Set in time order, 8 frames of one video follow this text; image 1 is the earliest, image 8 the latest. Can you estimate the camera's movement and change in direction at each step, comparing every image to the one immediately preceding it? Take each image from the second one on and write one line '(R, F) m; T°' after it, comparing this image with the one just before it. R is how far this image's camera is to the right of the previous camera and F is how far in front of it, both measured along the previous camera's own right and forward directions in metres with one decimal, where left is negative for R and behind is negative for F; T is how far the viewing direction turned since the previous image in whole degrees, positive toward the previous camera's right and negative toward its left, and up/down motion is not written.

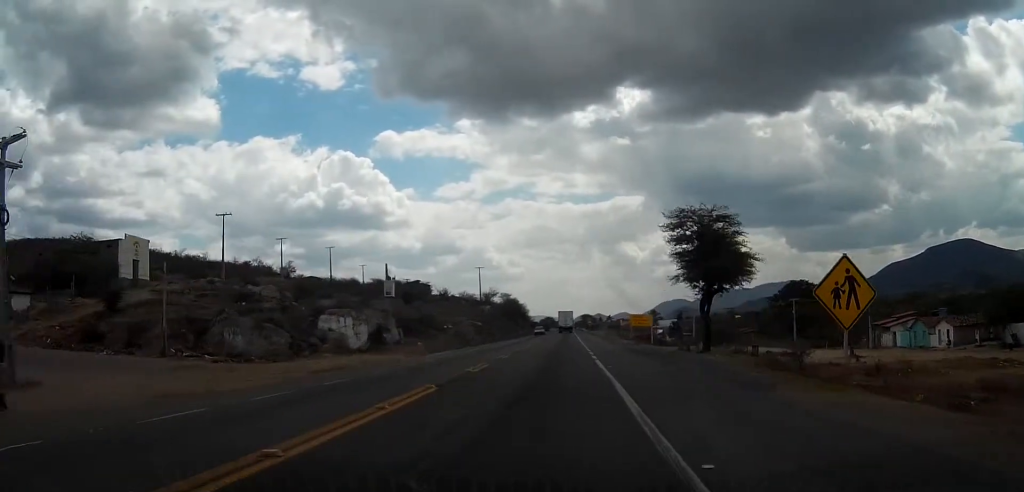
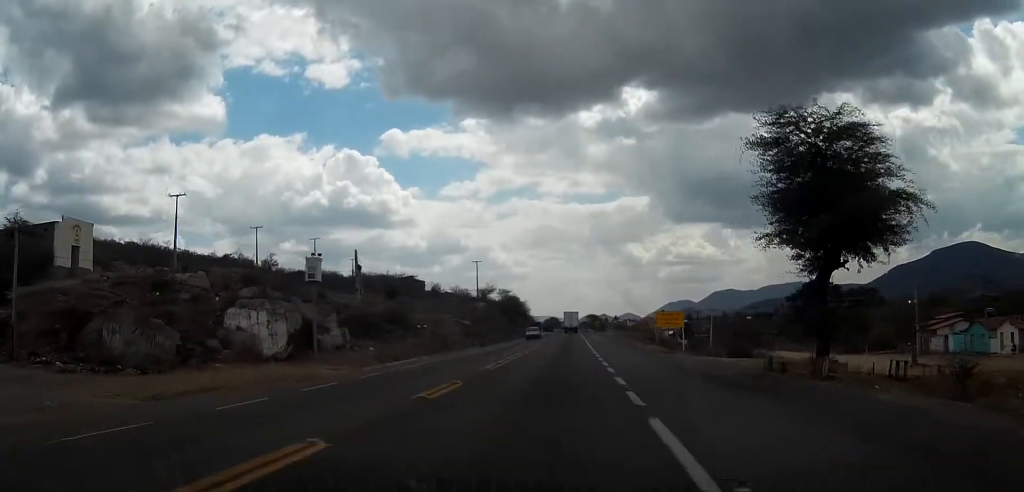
(-0.1, +15.3) m; 0°
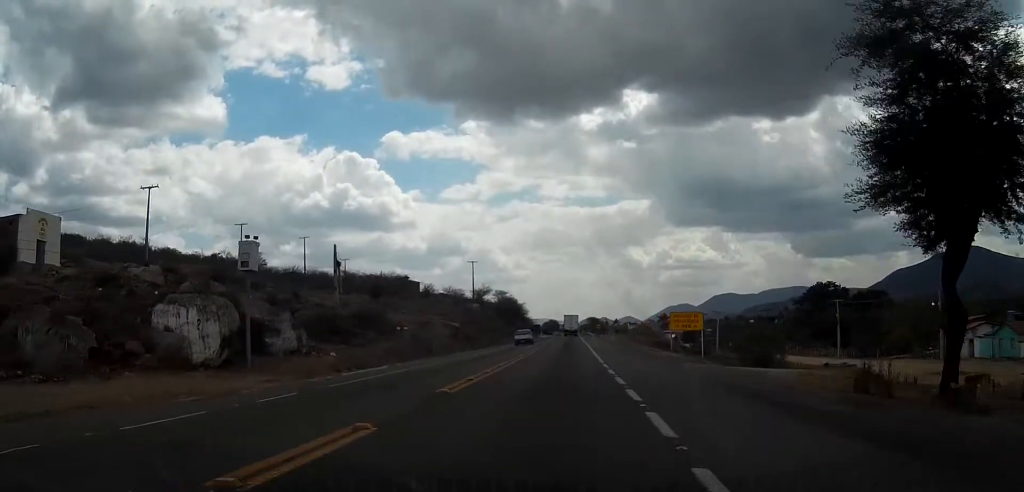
(-0.1, +7.0) m; 0°
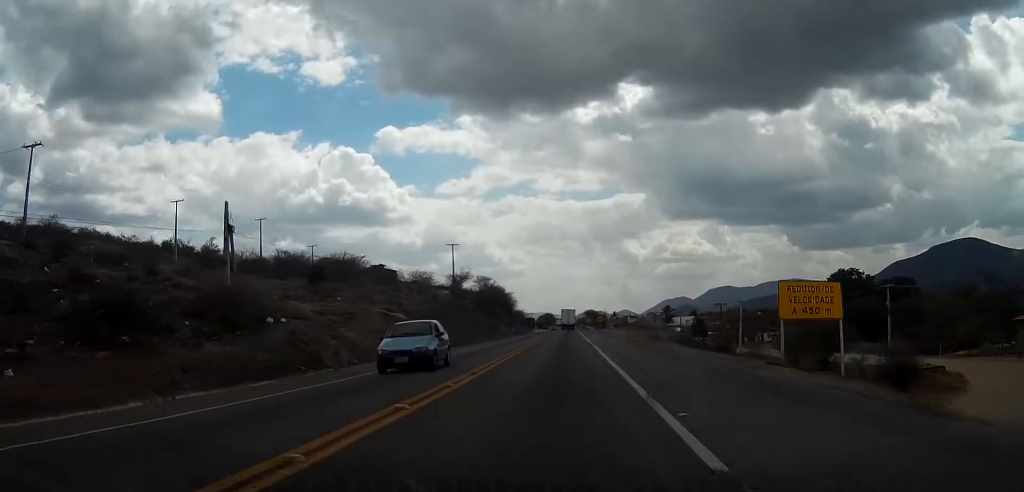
(+0.1, +22.4) m; 0°
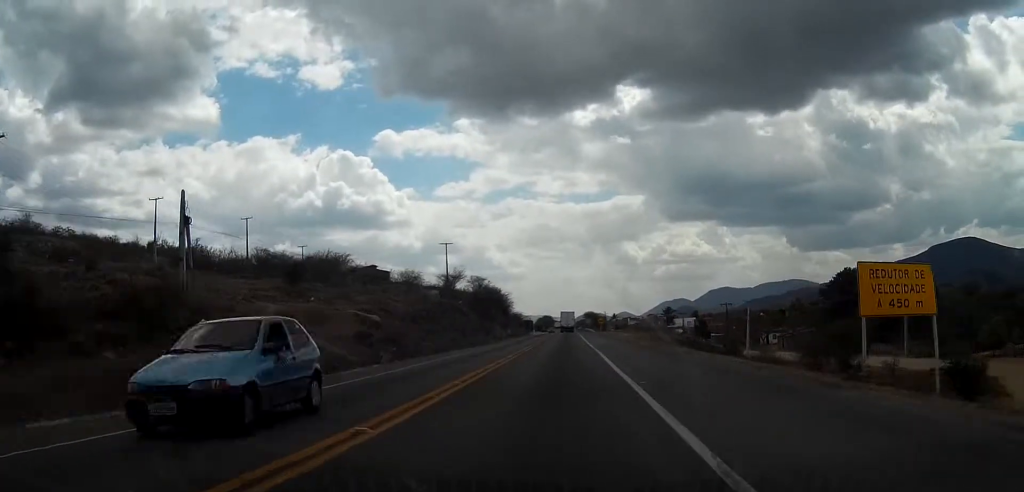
(0.0, +5.8) m; 0°
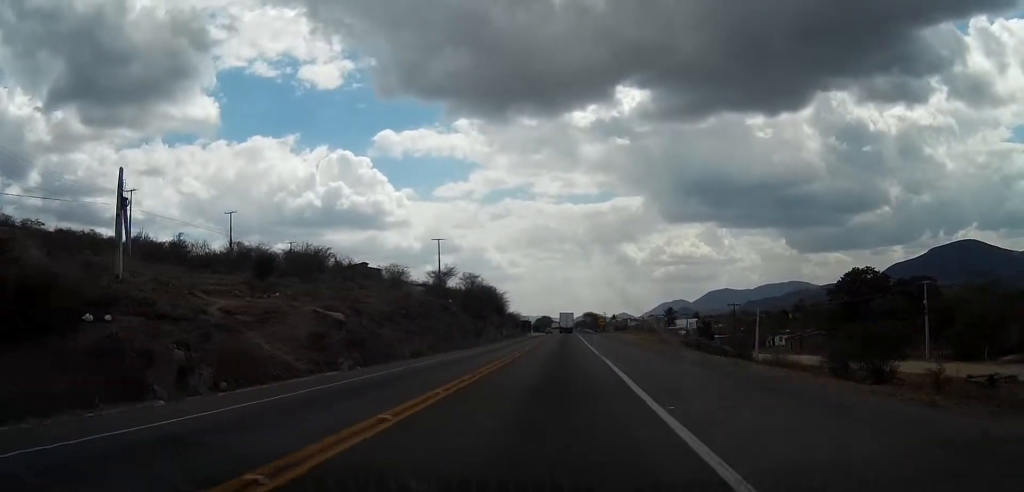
(0.0, +6.8) m; 0°
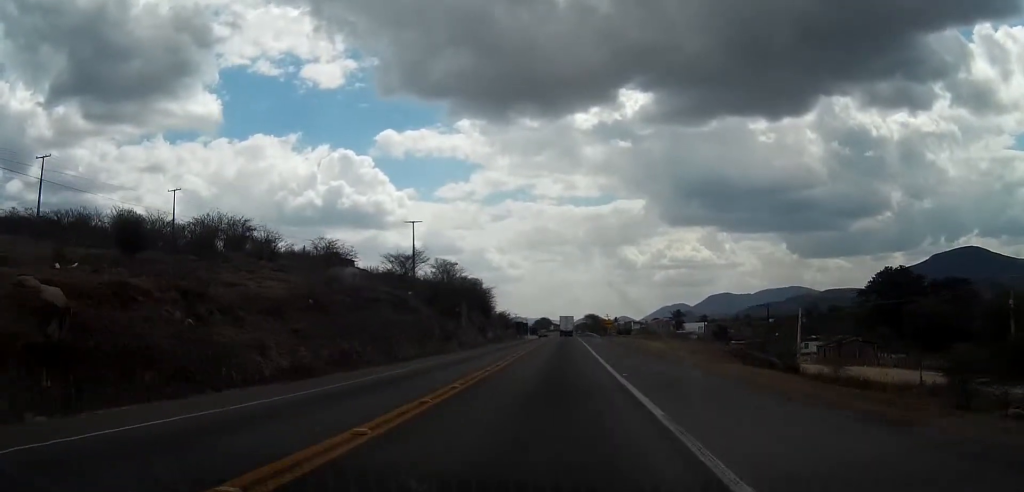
(0.0, +21.0) m; 0°
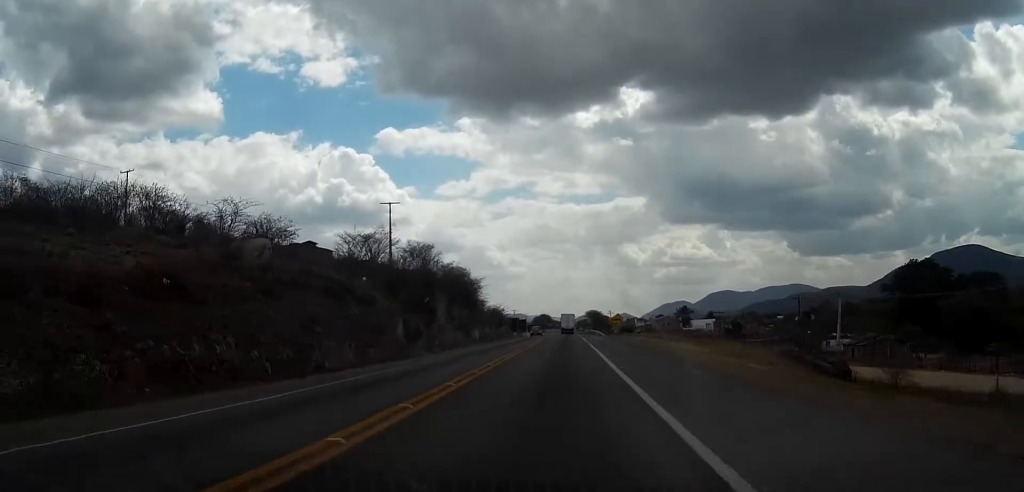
(0.0, +13.9) m; 0°
